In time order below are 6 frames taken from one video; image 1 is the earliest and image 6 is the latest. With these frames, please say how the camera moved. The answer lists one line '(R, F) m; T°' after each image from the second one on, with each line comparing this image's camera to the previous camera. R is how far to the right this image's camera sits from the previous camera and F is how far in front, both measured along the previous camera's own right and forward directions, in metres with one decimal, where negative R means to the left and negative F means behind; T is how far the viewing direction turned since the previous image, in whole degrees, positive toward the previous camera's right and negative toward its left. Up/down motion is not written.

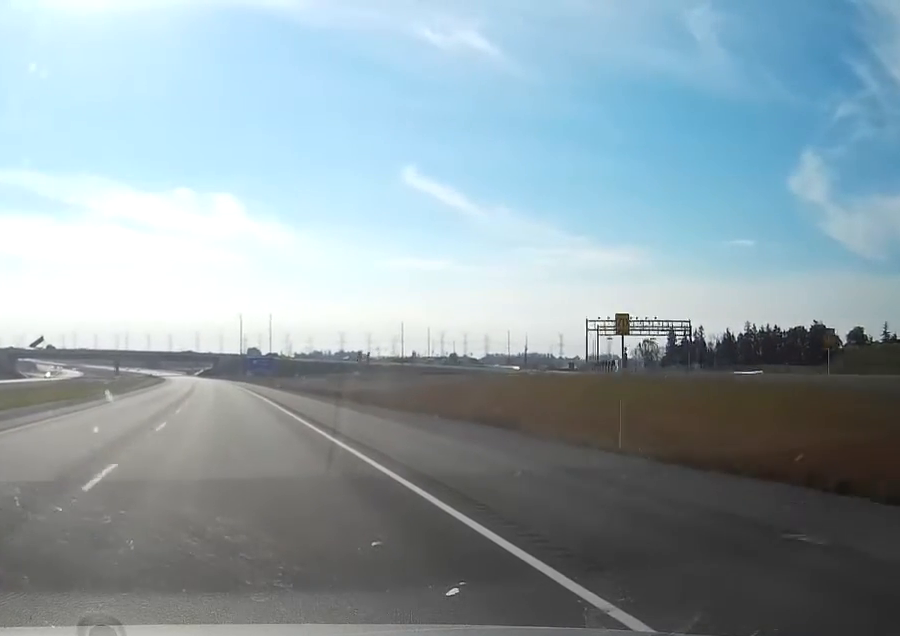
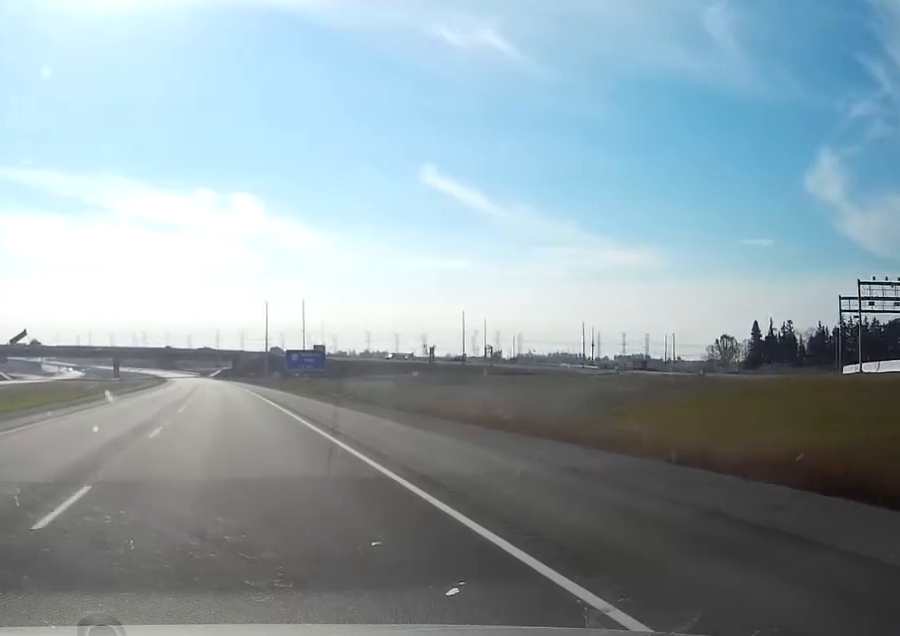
(-0.8, +62.5) m; -2°
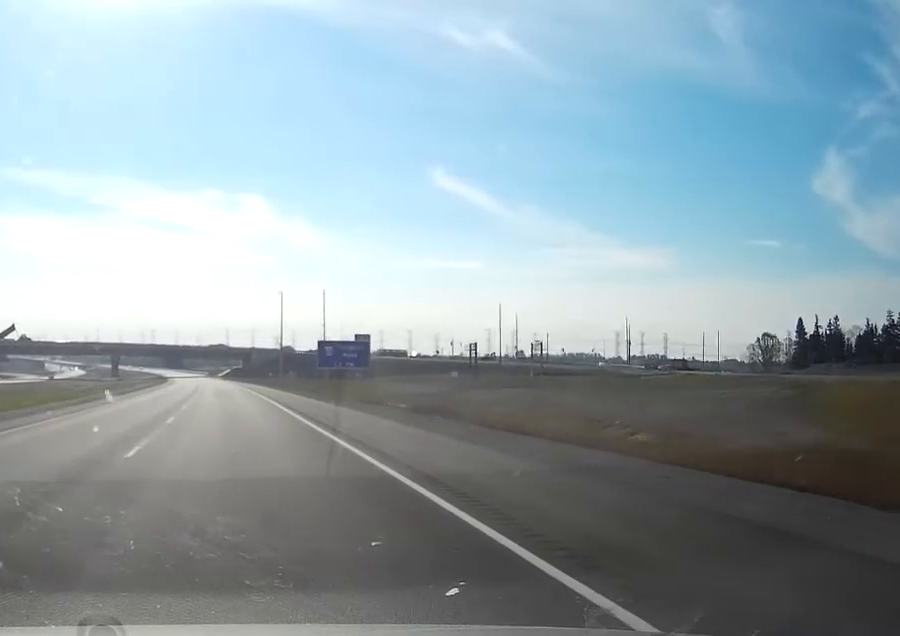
(-0.2, +28.7) m; -1°
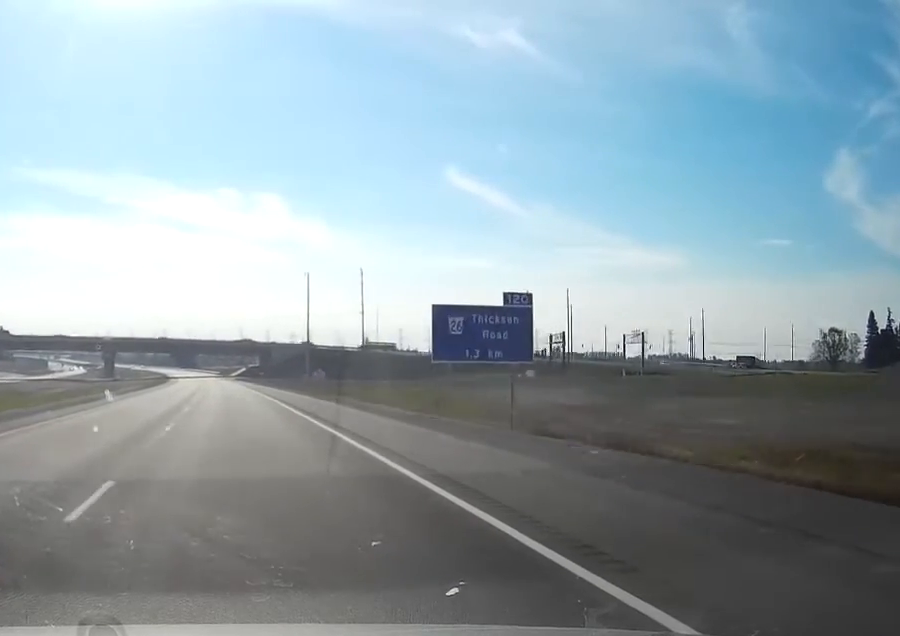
(-0.1, +42.5) m; -1°
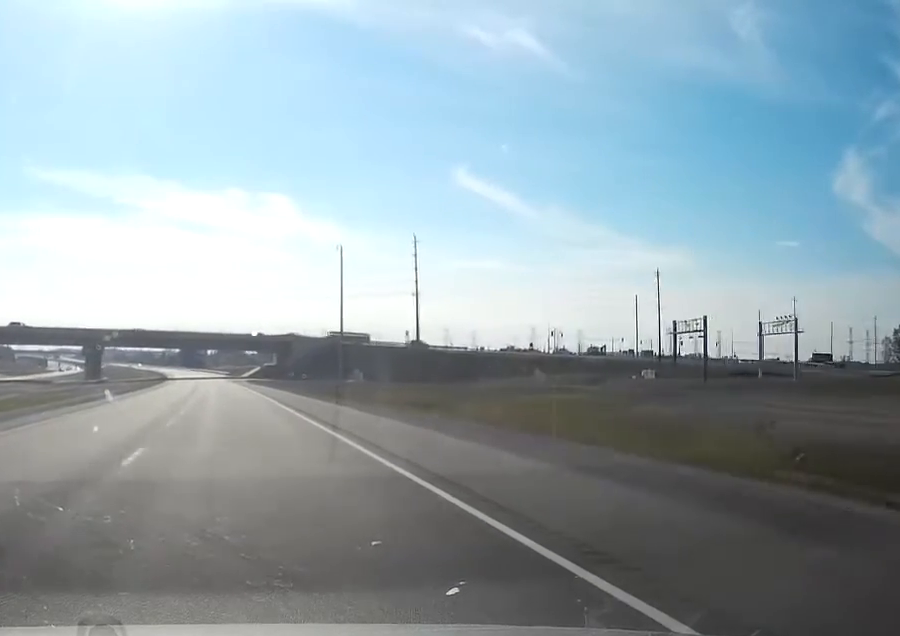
(-0.3, +42.5) m; -1°
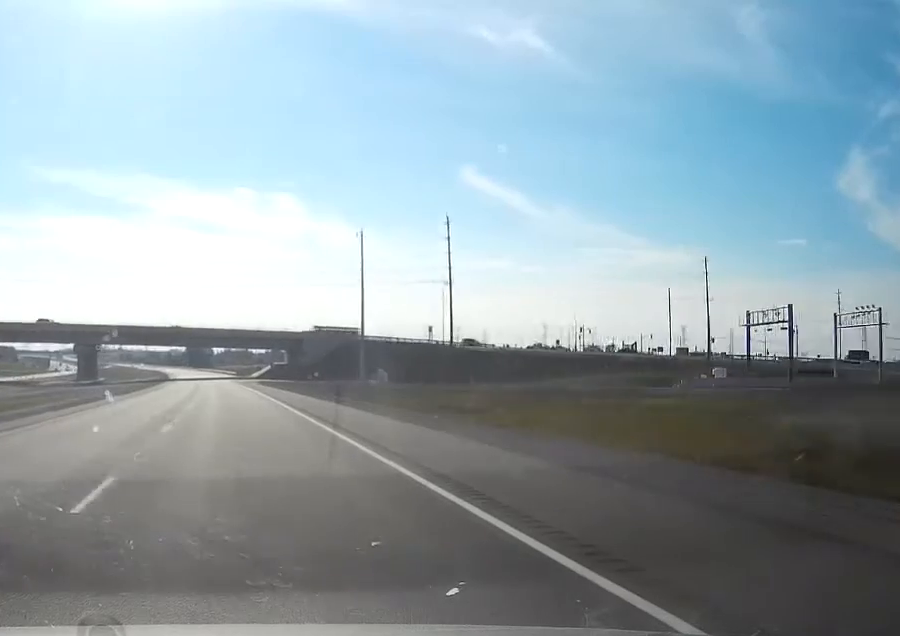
(+0.1, +16.8) m; 0°
